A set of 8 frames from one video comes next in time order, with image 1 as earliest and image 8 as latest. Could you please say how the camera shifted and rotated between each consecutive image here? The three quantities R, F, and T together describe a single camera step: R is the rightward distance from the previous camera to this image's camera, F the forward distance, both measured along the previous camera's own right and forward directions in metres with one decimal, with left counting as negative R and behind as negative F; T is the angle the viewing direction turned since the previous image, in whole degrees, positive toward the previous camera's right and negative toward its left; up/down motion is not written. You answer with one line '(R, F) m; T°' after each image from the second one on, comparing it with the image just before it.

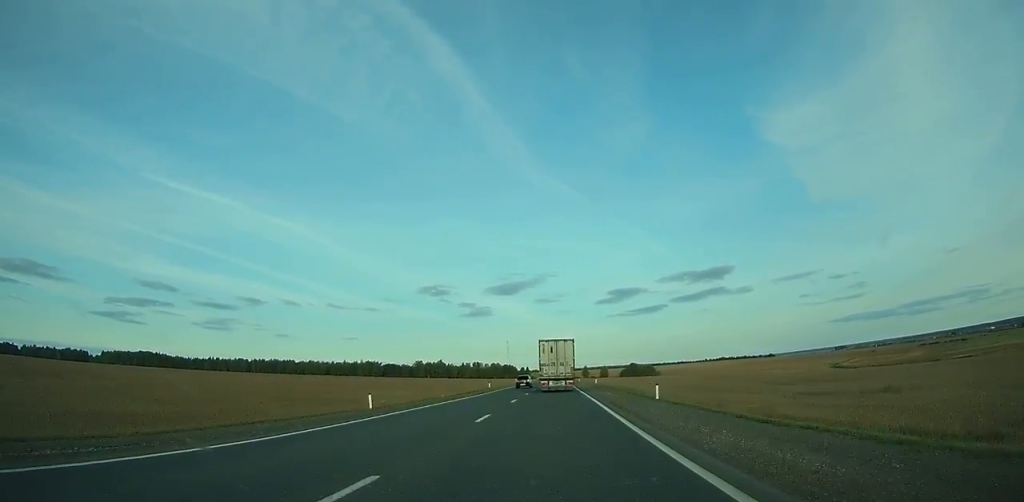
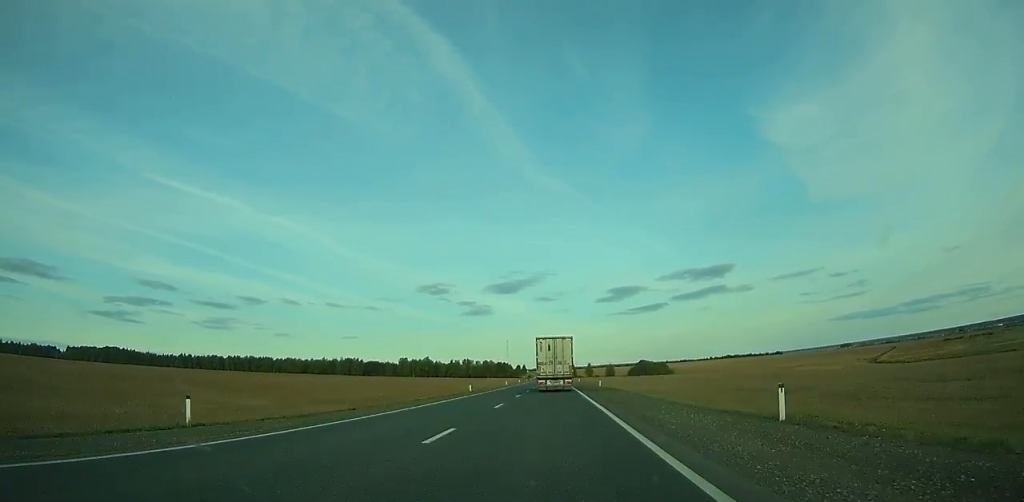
(+0.3, +64.8) m; 0°
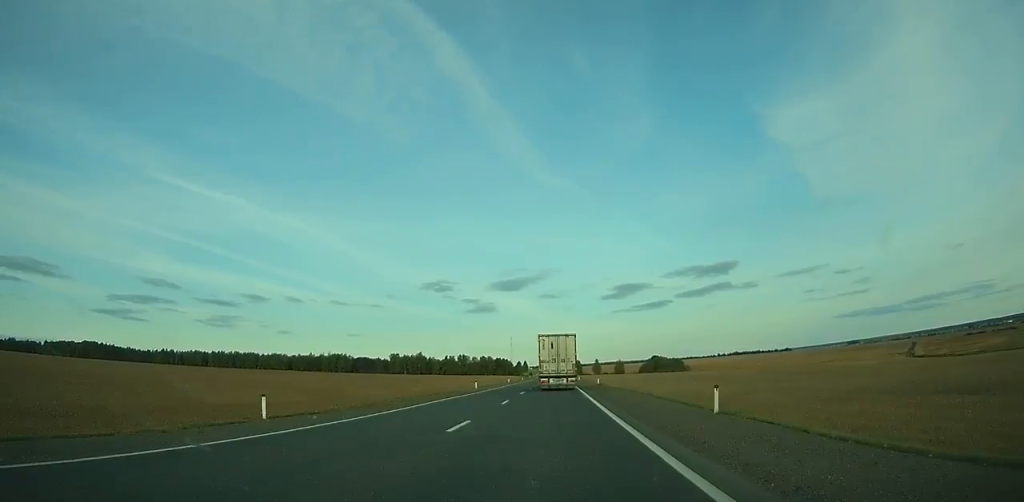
(0.0, +43.8) m; 0°
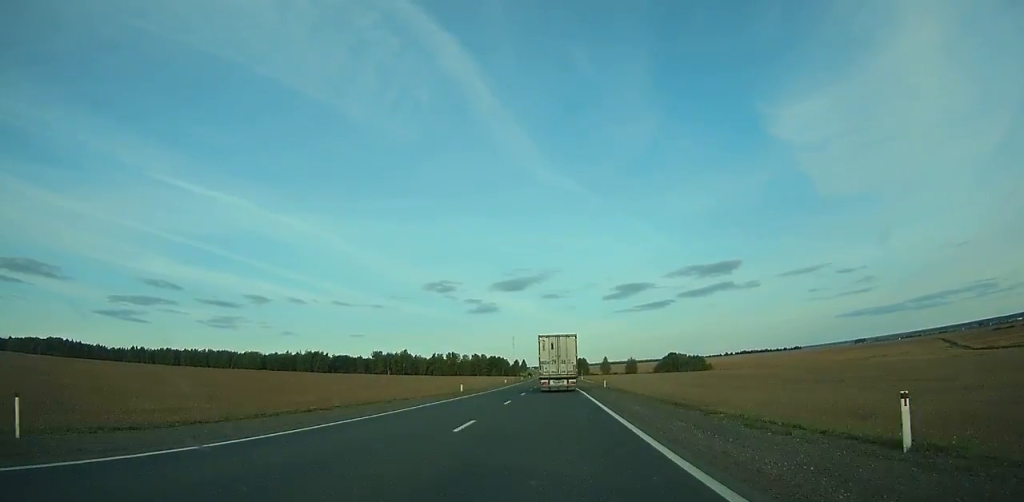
(-0.3, +57.3) m; 0°
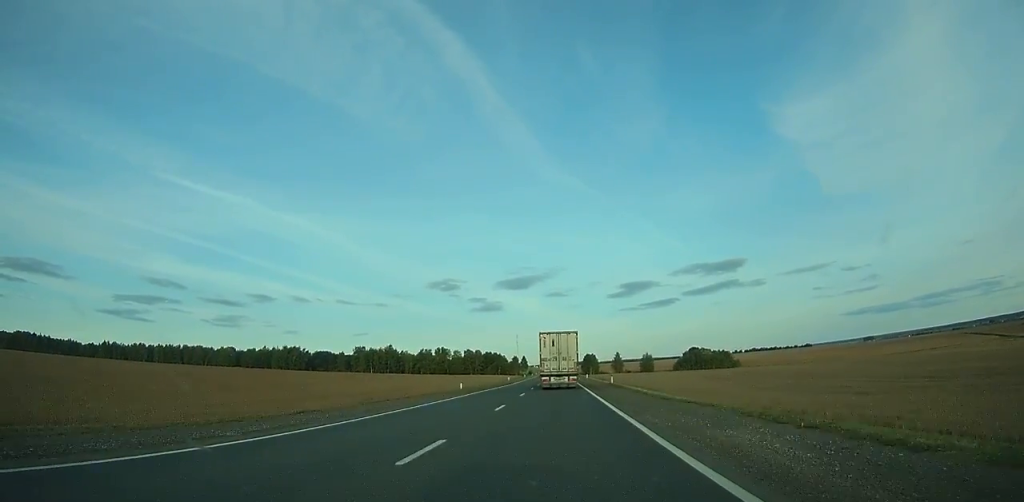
(-0.1, +50.7) m; 0°
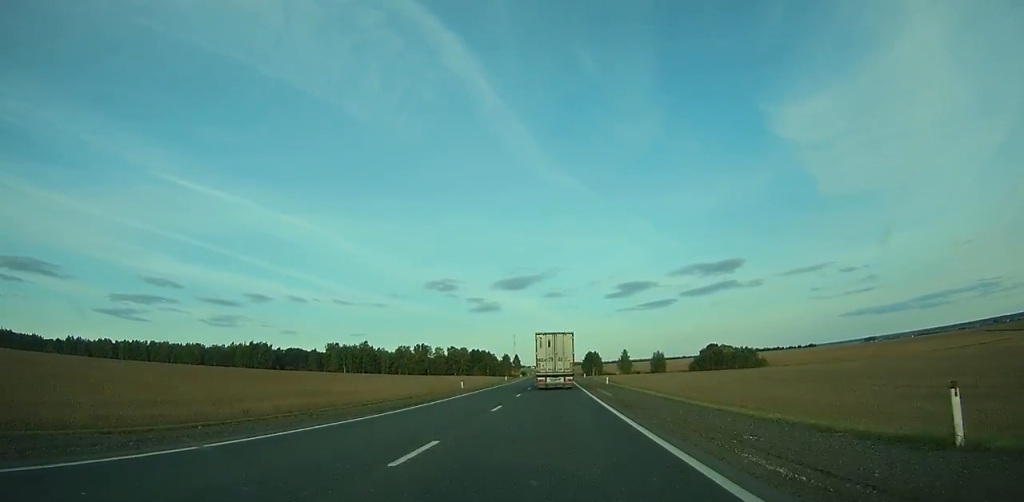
(-0.1, +47.0) m; 0°
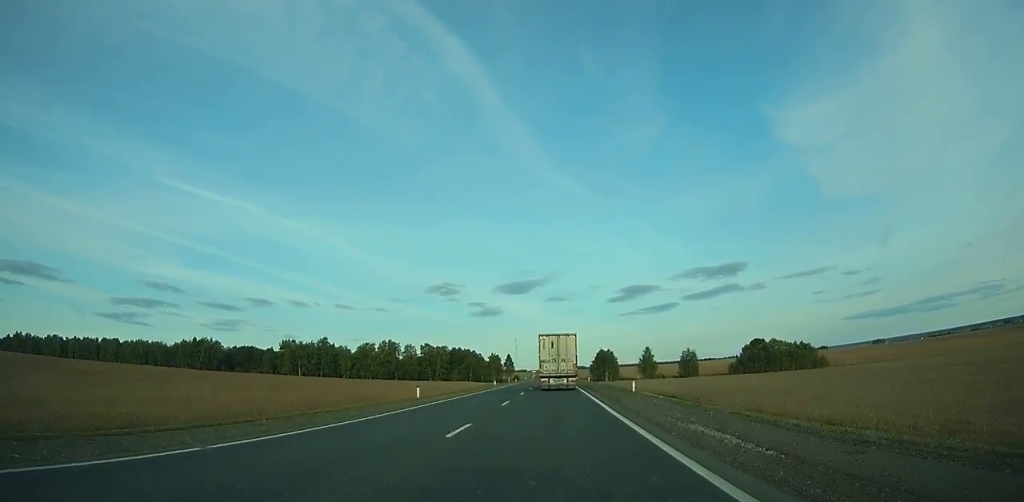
(0.0, +67.2) m; 0°
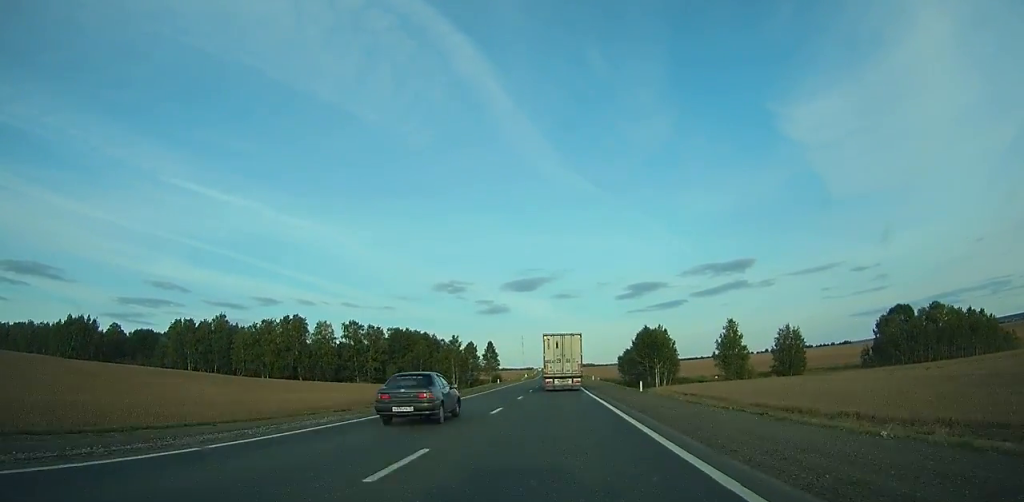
(-0.4, +102.8) m; -1°
